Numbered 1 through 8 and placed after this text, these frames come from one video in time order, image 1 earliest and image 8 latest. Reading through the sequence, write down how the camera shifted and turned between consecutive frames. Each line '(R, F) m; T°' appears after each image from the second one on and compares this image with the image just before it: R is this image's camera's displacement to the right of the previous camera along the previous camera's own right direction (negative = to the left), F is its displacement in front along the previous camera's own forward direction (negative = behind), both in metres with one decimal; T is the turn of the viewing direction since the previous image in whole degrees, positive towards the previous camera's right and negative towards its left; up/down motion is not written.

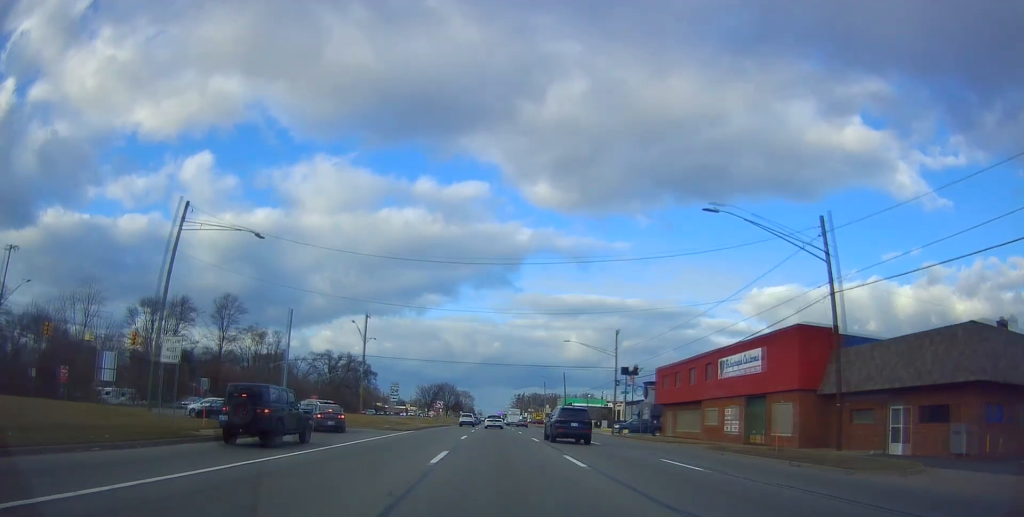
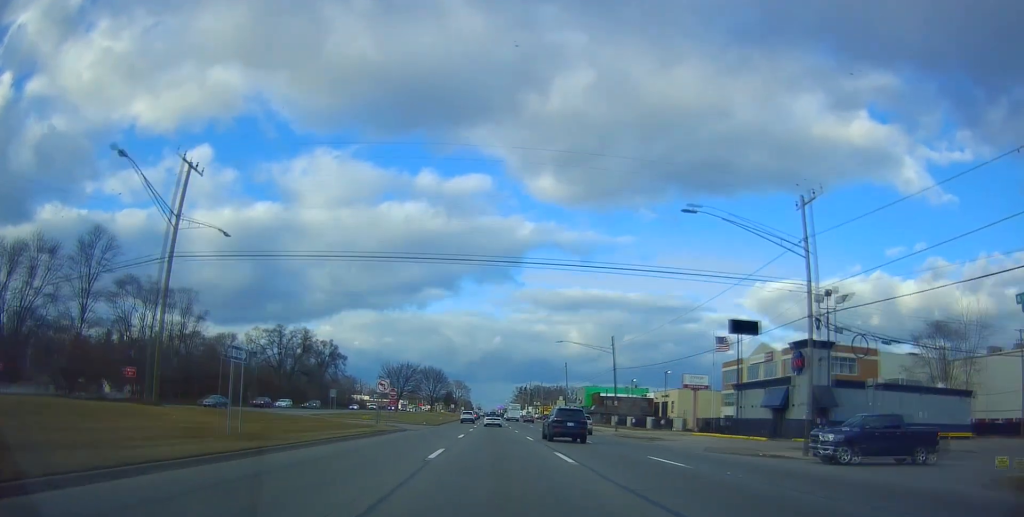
(+0.6, +44.4) m; 0°
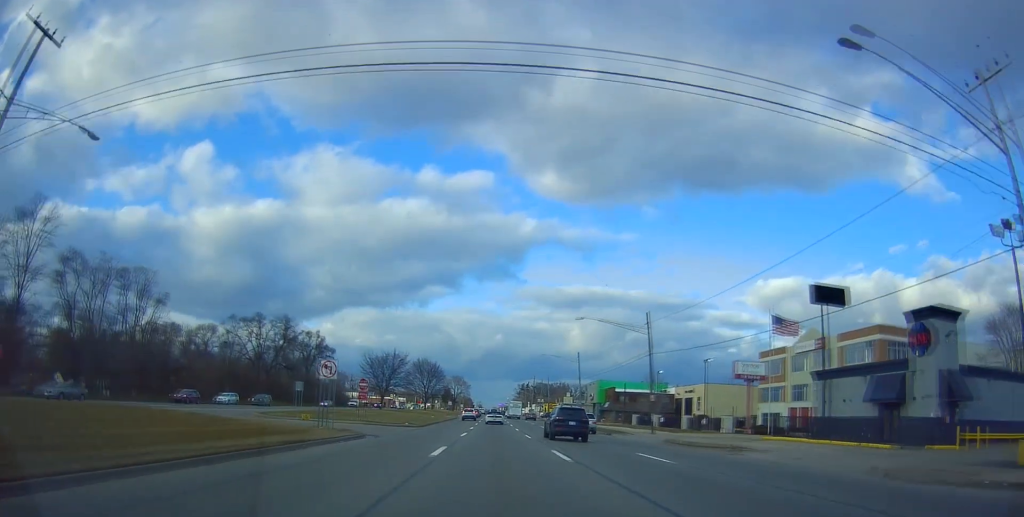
(-0.2, +14.1) m; -1°
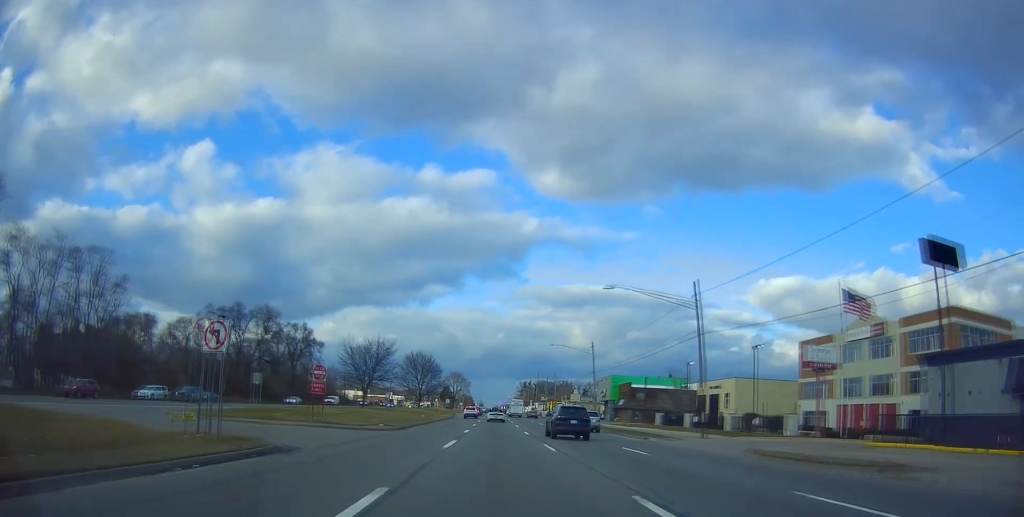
(-0.4, +11.9) m; 0°
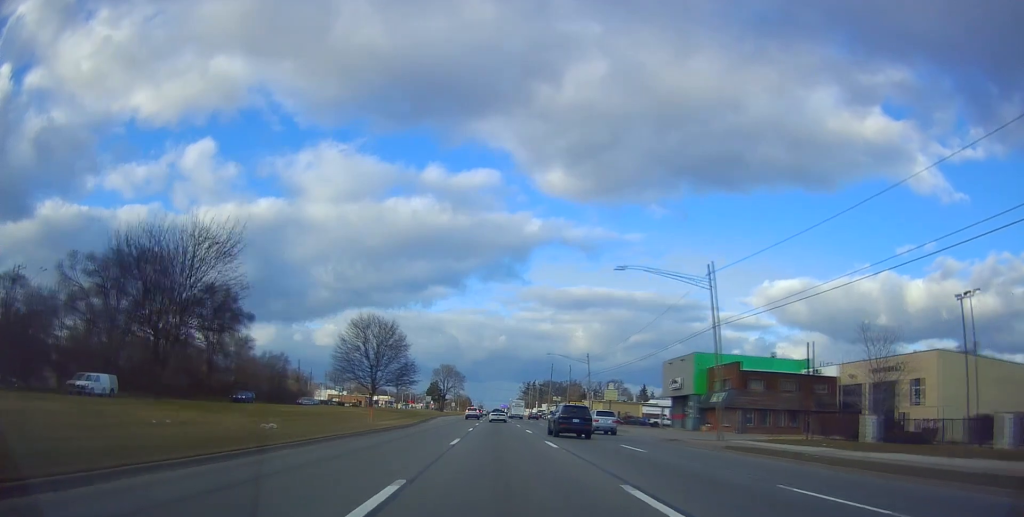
(+1.5, +44.5) m; 0°
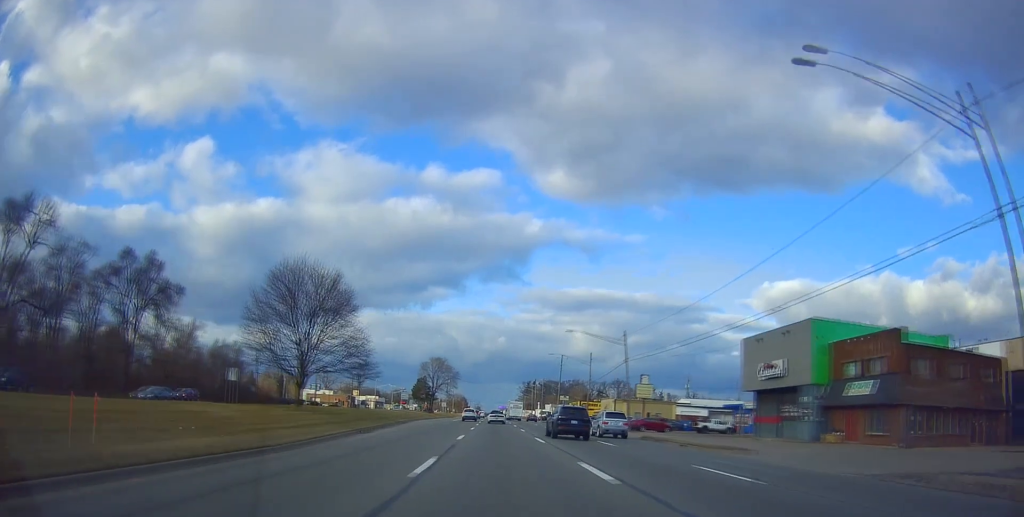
(-0.8, +25.0) m; 0°
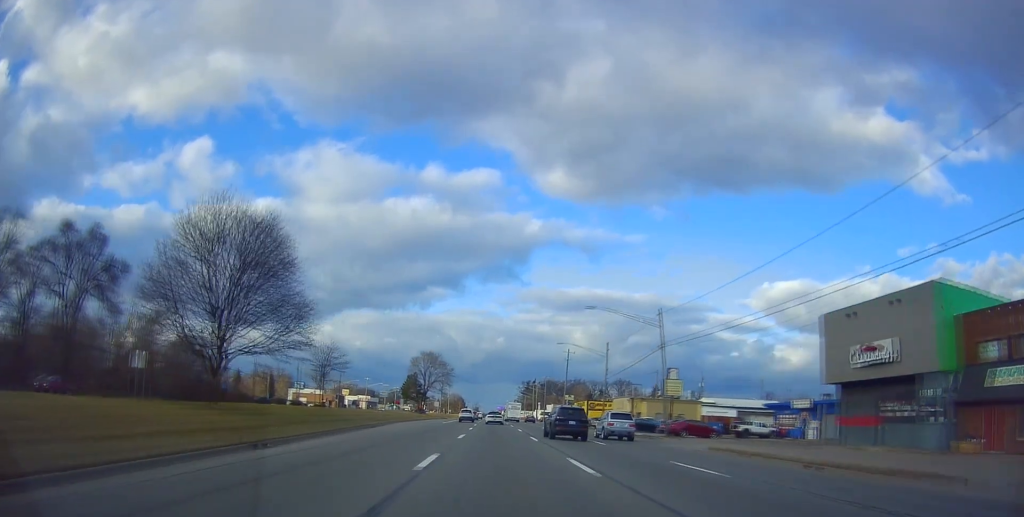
(+0.5, +13.7) m; +1°
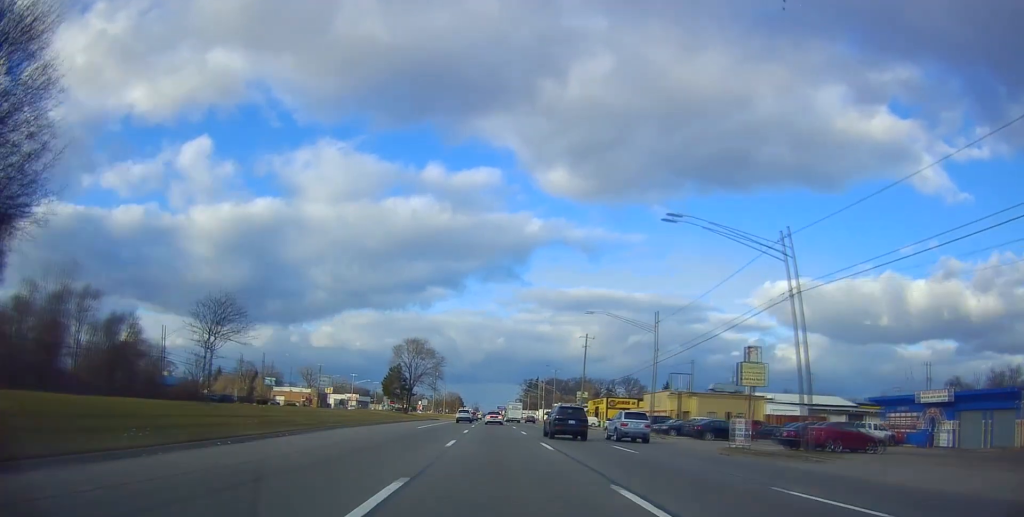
(+0.1, +22.0) m; 0°
